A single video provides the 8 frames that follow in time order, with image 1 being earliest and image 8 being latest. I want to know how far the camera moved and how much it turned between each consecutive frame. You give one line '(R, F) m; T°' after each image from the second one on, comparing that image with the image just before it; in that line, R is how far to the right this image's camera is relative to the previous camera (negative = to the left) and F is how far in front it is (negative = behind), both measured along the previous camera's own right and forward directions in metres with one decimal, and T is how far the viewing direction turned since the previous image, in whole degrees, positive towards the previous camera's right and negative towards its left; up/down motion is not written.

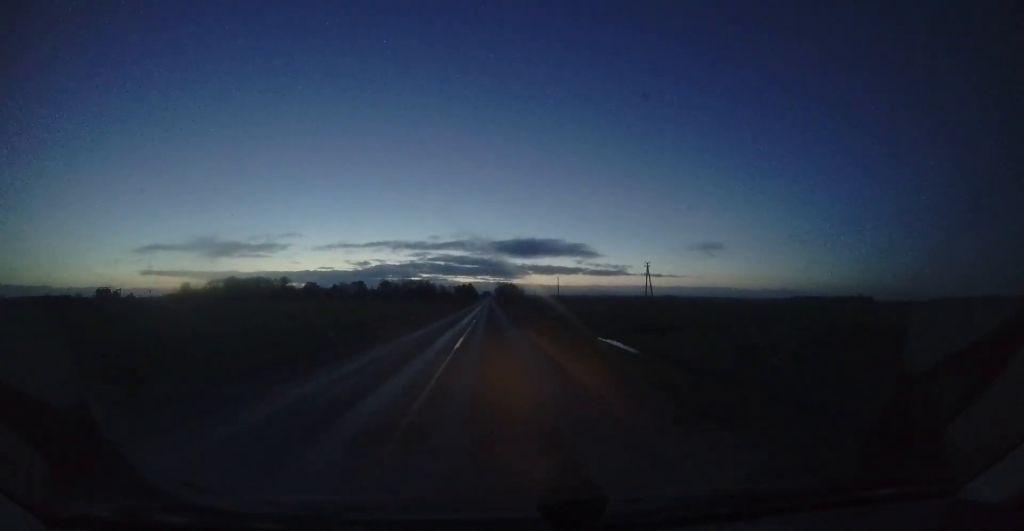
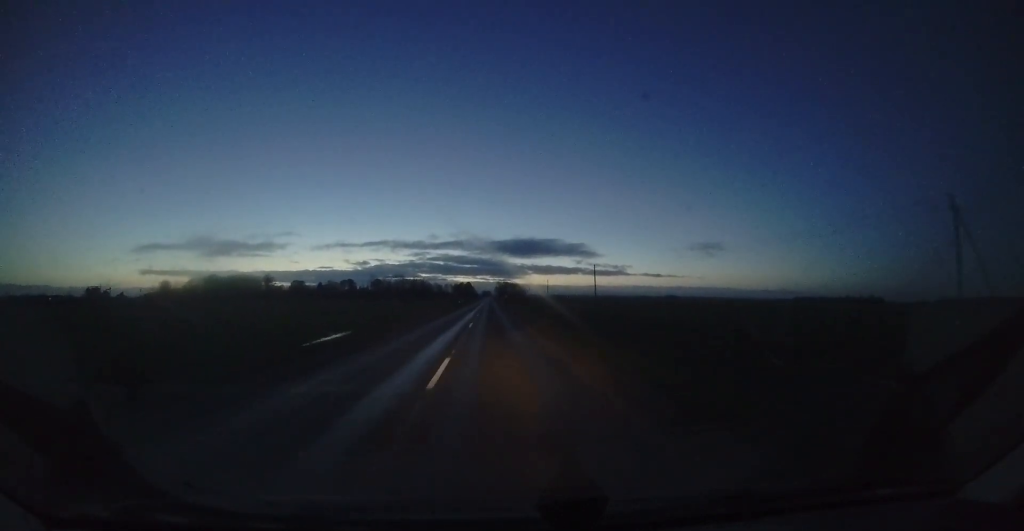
(0.0, +29.8) m; -1°
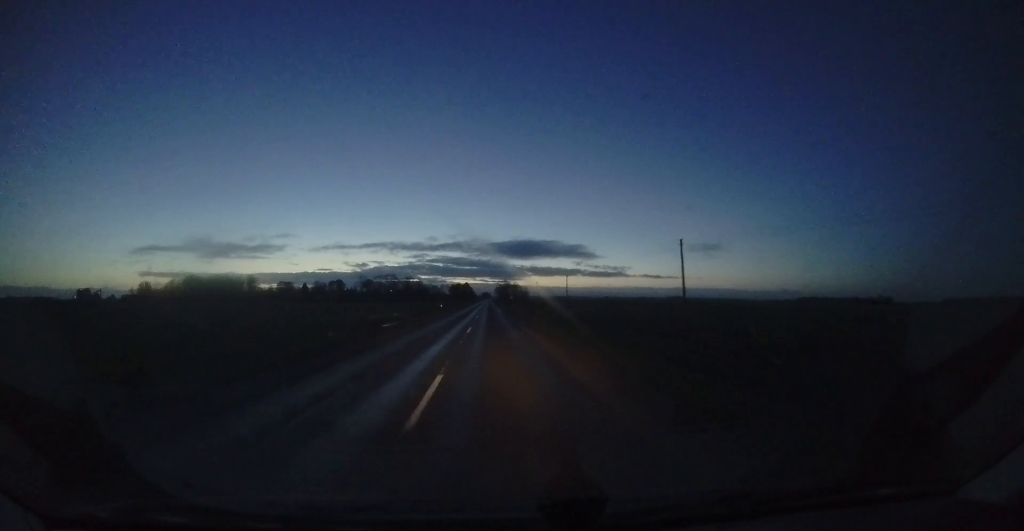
(-0.4, +26.2) m; 0°
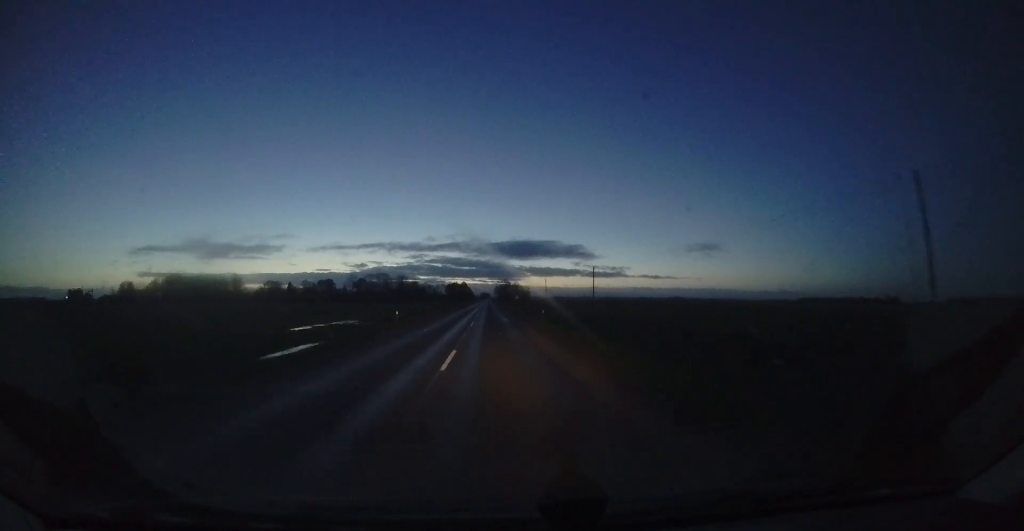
(+0.1, +20.7) m; 0°
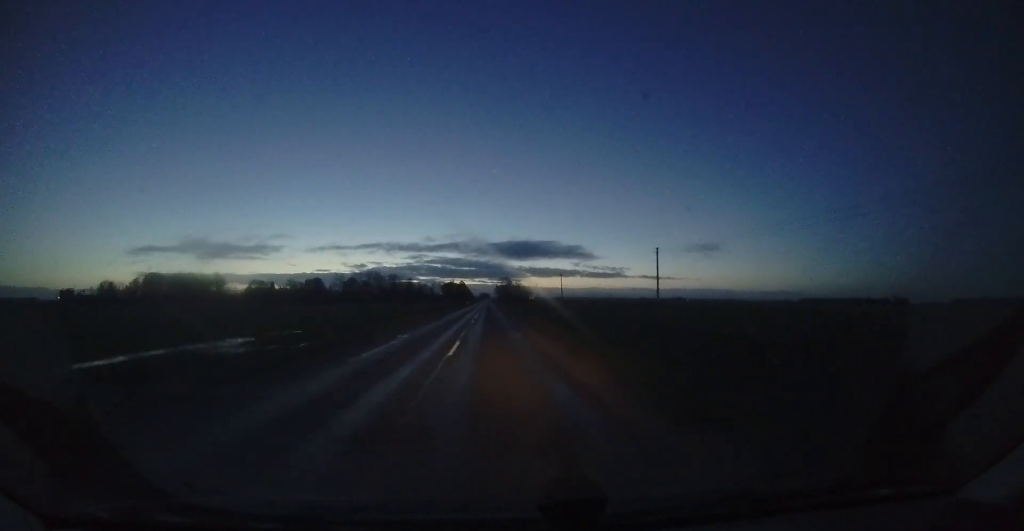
(+0.1, +22.5) m; 0°
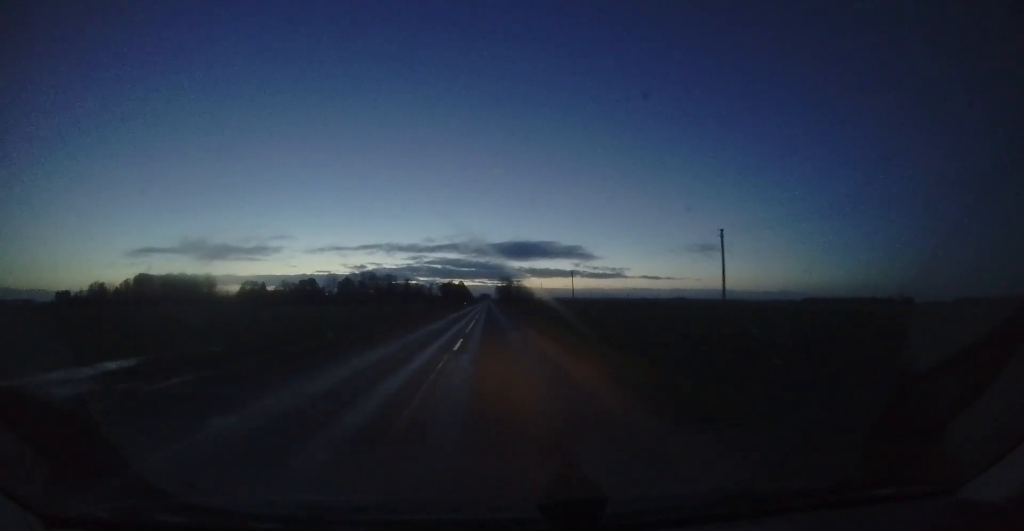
(+0.1, +10.8) m; 0°
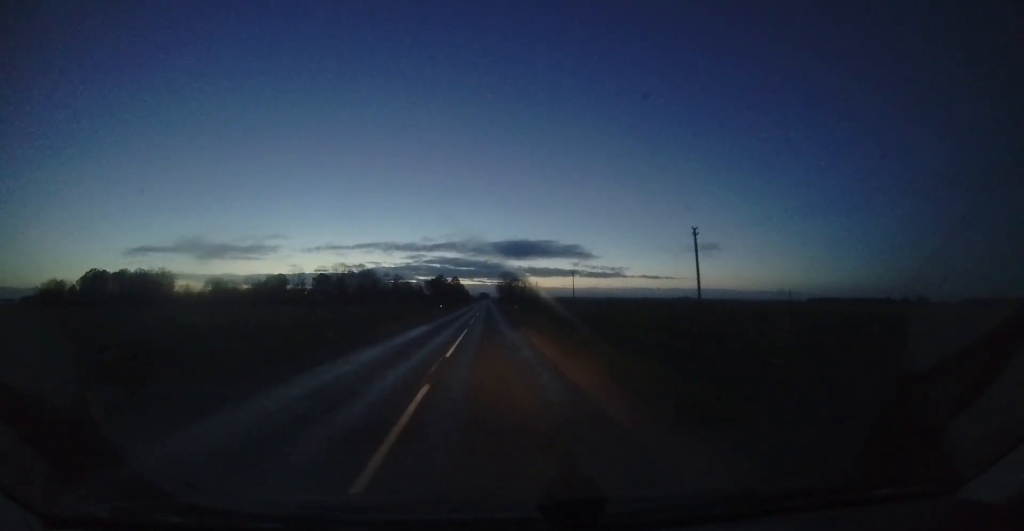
(+0.1, +43.6) m; 0°
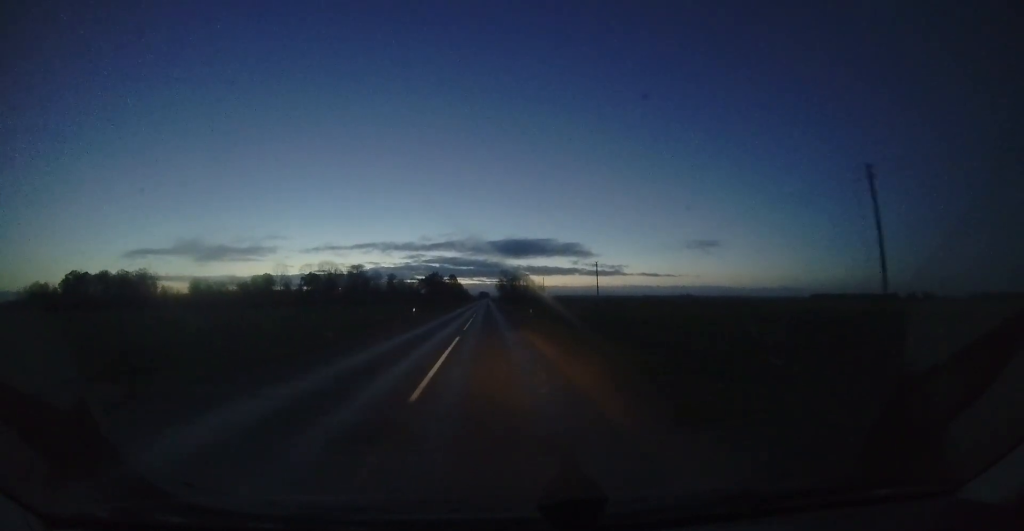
(+0.1, +16.0) m; 0°
